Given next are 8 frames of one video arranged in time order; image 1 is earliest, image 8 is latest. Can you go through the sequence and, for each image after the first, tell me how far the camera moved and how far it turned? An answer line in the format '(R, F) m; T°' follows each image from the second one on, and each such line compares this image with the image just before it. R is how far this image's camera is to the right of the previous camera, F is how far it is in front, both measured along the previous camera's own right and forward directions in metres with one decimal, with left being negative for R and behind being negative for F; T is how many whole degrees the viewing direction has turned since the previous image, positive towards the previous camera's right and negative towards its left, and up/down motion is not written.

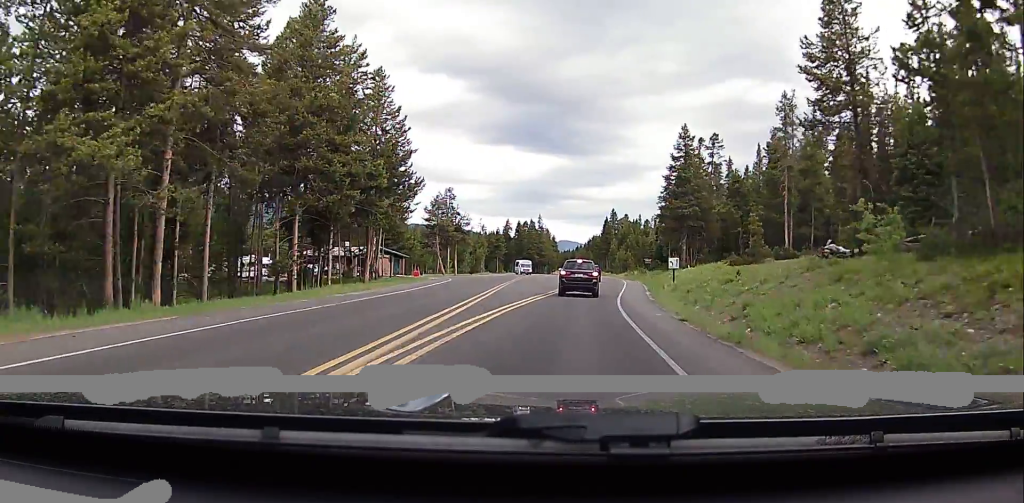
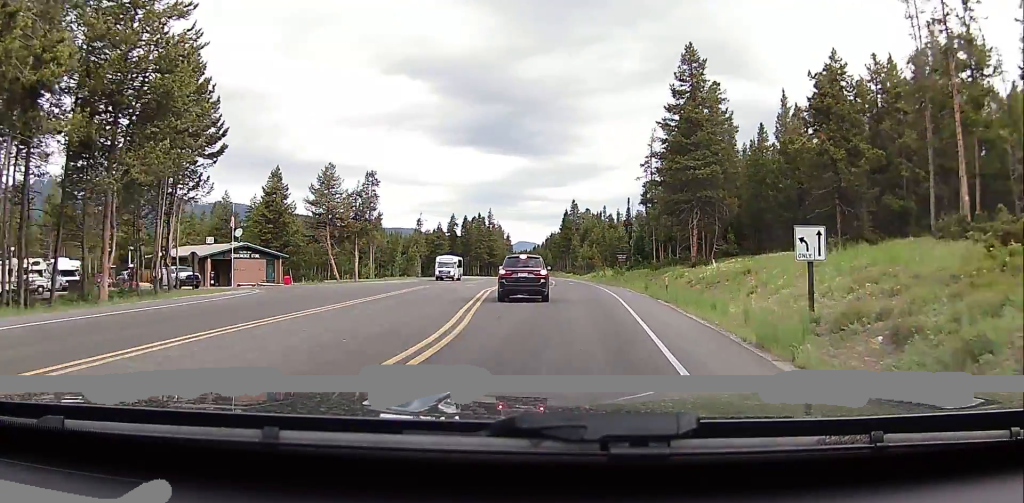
(+1.4, +34.6) m; +6°
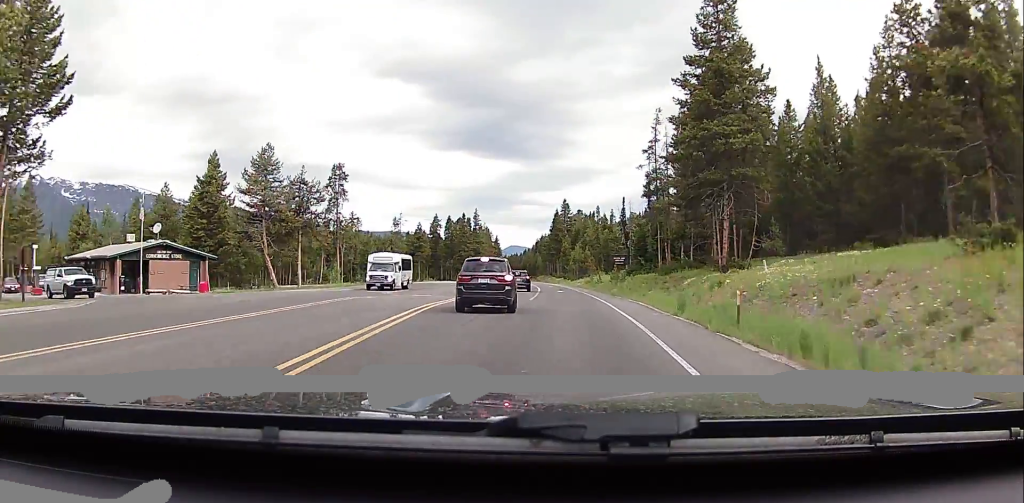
(+0.3, +14.8) m; 0°
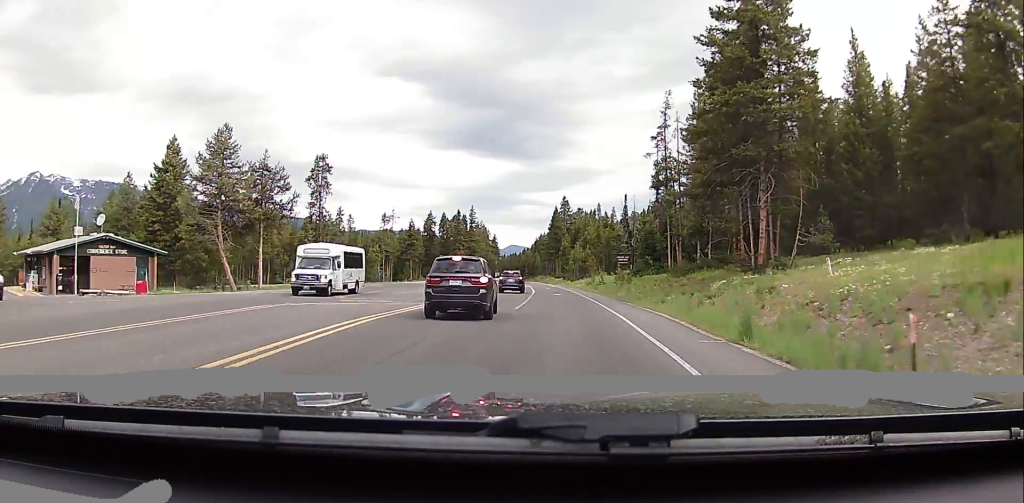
(-0.2, +8.5) m; -1°
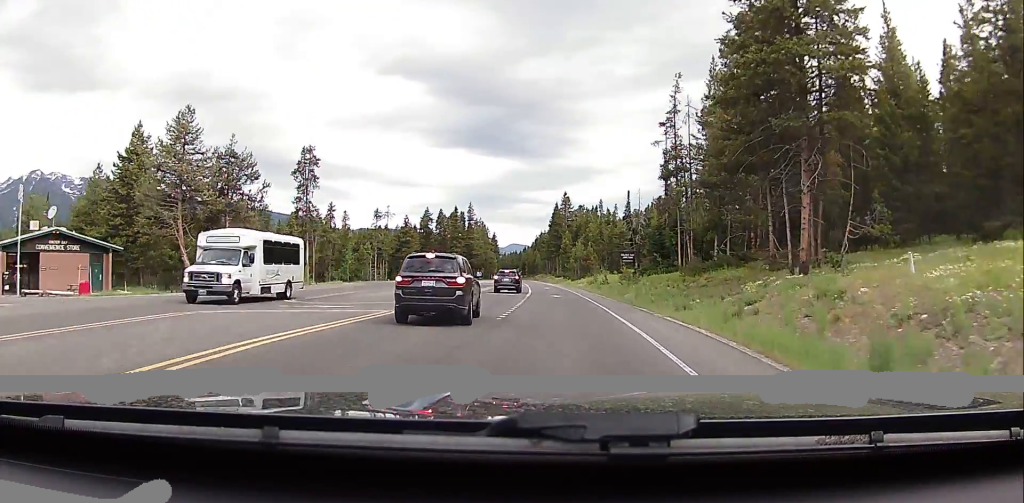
(0.0, +6.3) m; 0°
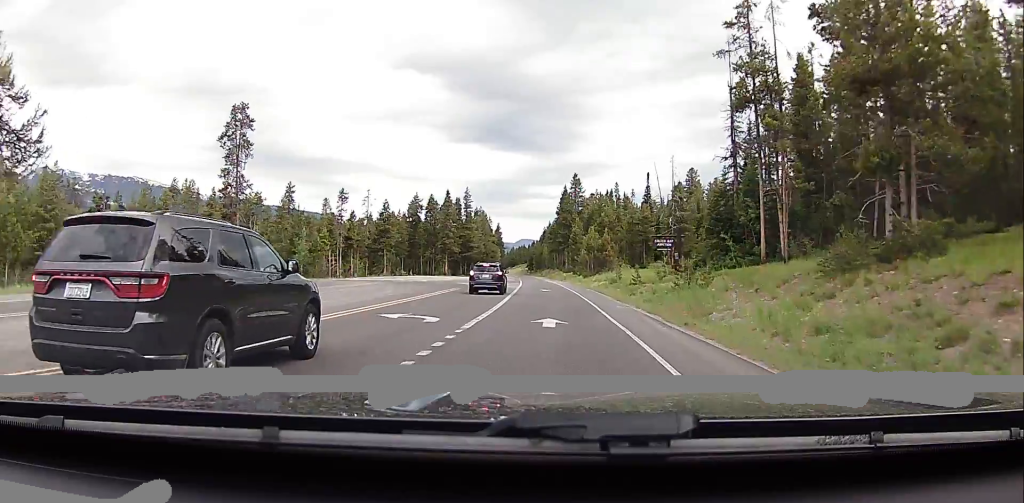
(0.0, +25.7) m; 0°
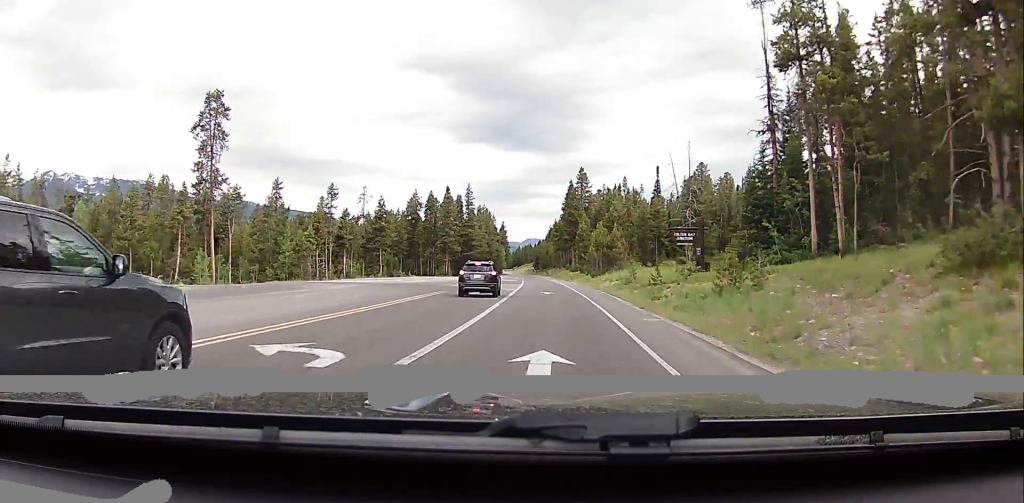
(0.0, +7.7) m; -1°
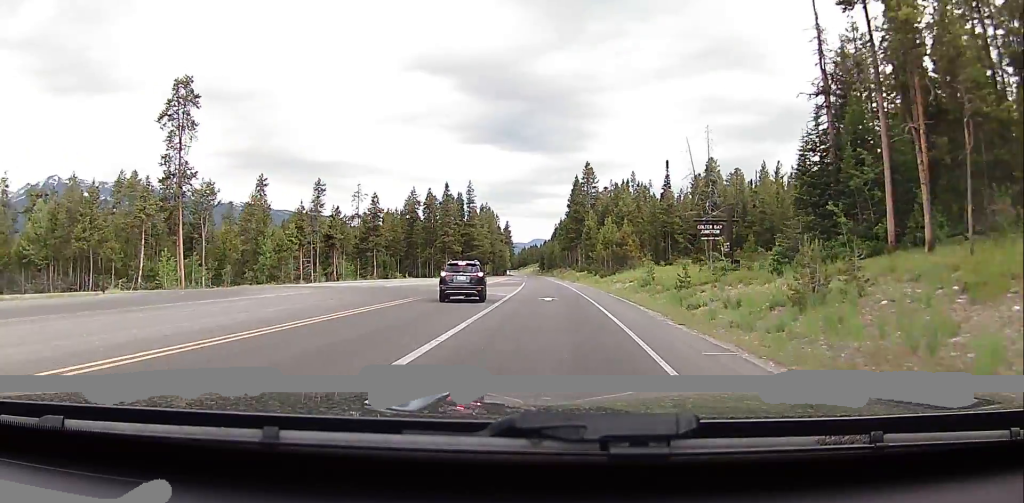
(0.0, +7.7) m; -1°
